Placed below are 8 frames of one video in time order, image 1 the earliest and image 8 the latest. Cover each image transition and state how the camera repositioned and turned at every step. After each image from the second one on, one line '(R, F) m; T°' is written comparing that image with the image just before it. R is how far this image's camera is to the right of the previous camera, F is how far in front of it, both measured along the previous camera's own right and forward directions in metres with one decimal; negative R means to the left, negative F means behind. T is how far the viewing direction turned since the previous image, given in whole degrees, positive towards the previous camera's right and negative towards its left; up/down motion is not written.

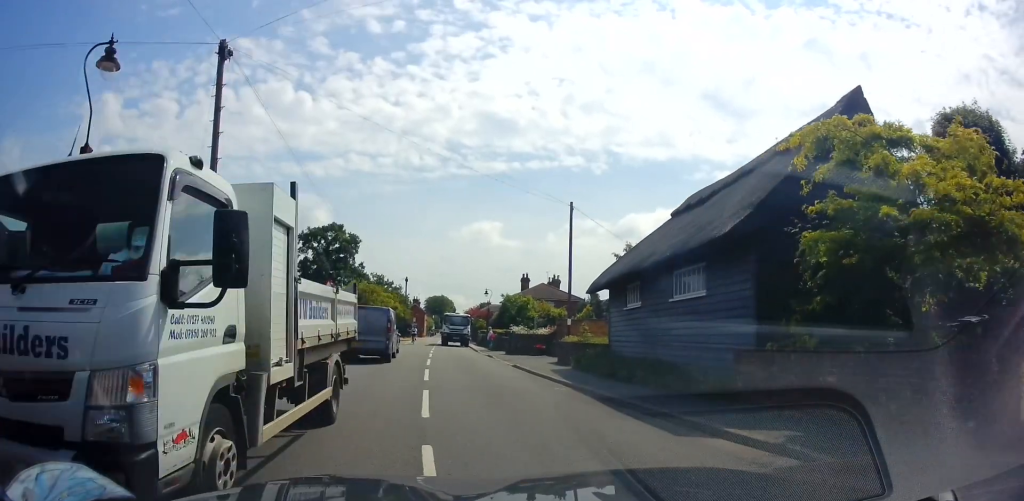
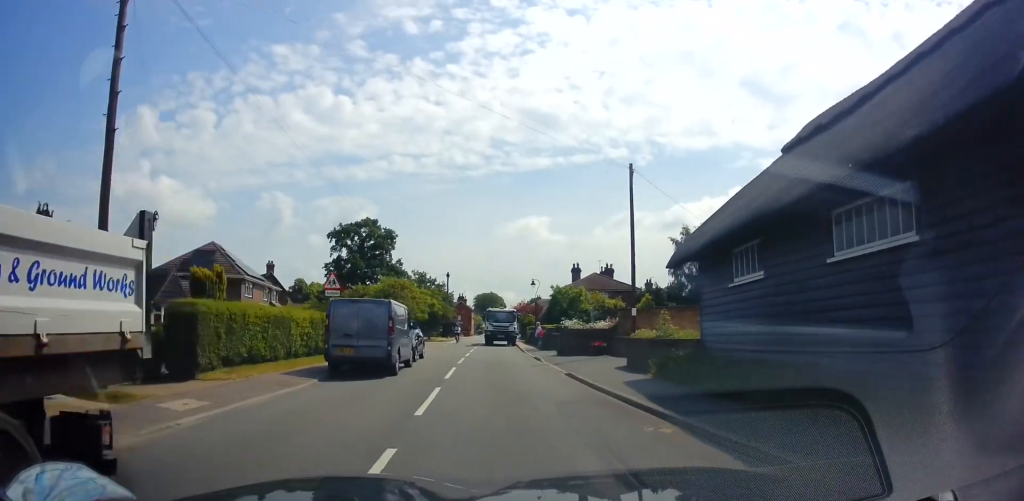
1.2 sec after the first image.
(0.0, +6.1) m; -4°
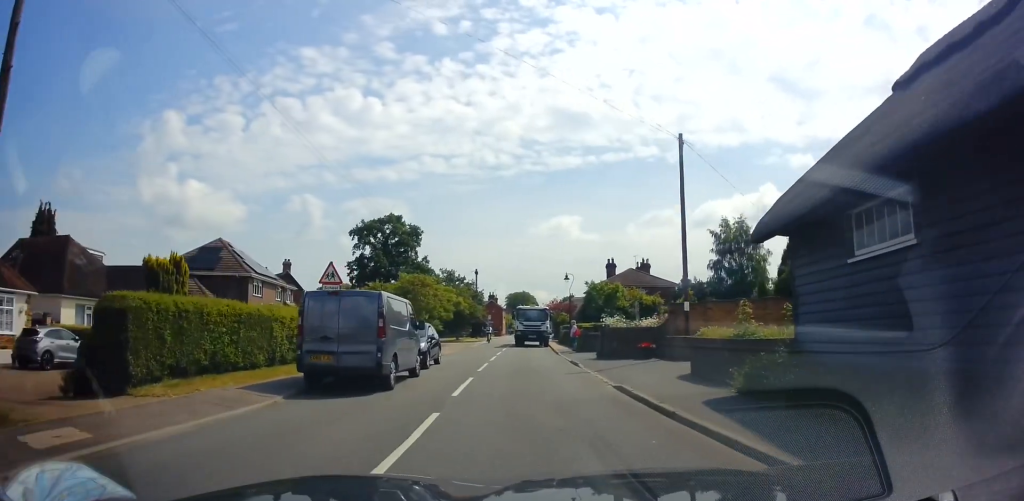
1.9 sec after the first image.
(-0.1, +3.8) m; -3°
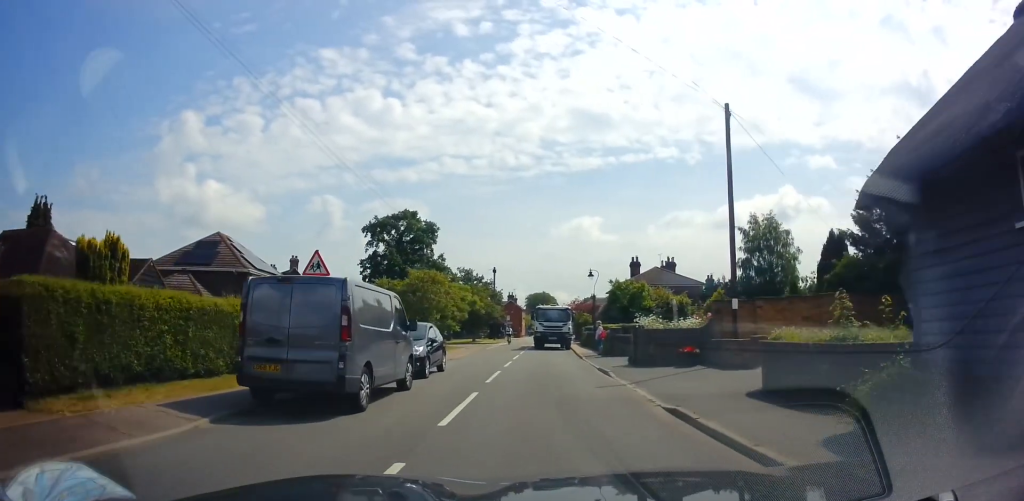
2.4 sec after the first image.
(-0.2, +3.2) m; -2°
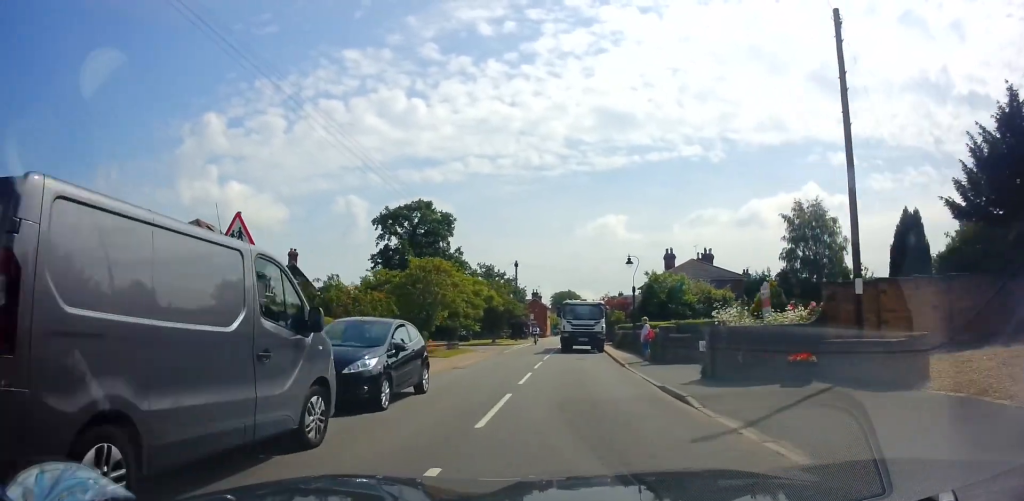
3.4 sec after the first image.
(-0.1, +6.2) m; -1°
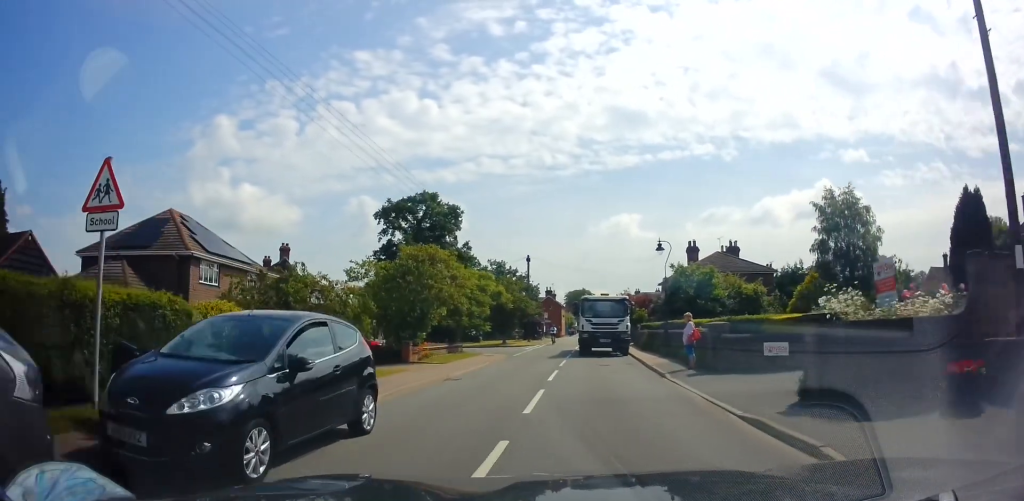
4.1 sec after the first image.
(0.0, +4.1) m; -3°
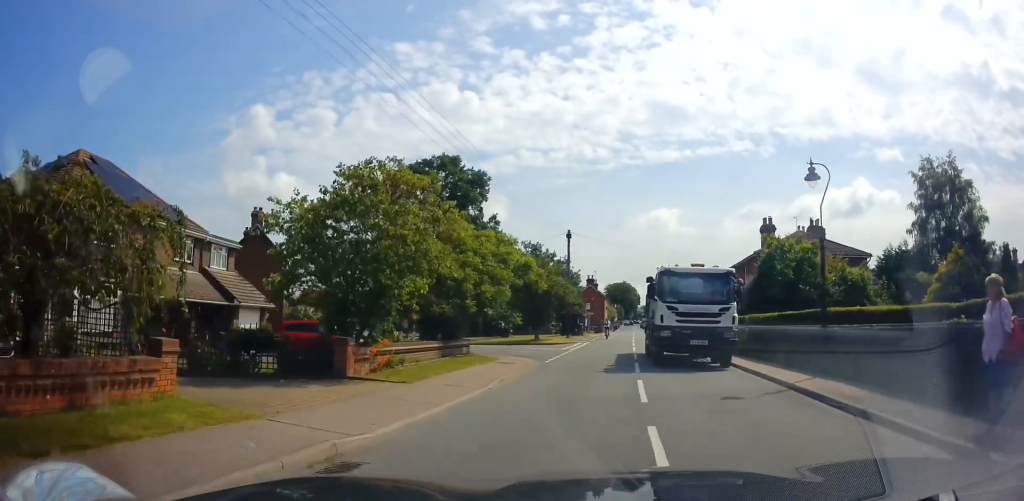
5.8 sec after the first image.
(-1.0, +10.9) m; -6°
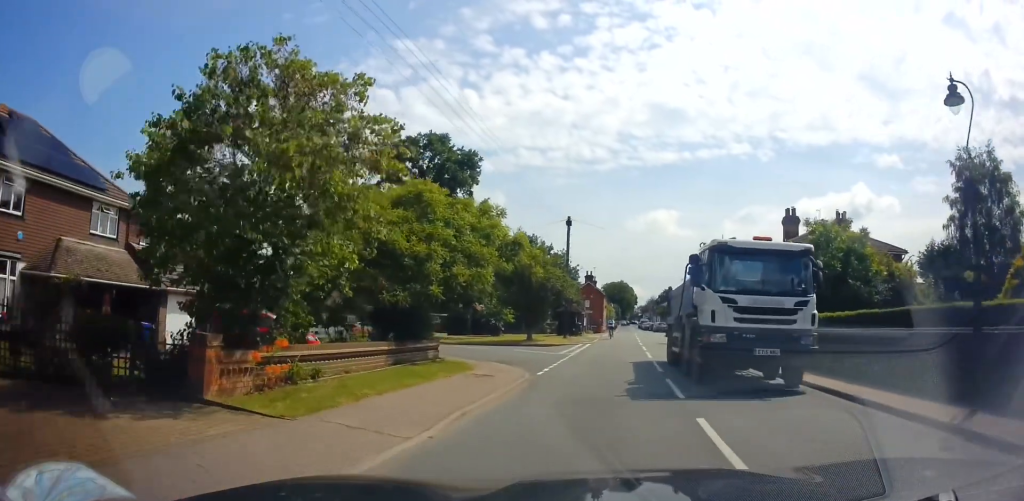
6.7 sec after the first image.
(+0.1, +5.4) m; +5°
